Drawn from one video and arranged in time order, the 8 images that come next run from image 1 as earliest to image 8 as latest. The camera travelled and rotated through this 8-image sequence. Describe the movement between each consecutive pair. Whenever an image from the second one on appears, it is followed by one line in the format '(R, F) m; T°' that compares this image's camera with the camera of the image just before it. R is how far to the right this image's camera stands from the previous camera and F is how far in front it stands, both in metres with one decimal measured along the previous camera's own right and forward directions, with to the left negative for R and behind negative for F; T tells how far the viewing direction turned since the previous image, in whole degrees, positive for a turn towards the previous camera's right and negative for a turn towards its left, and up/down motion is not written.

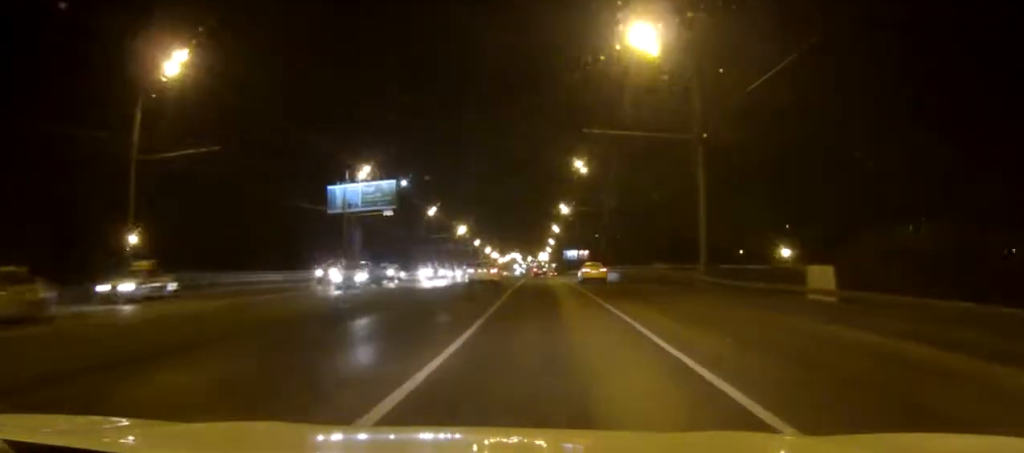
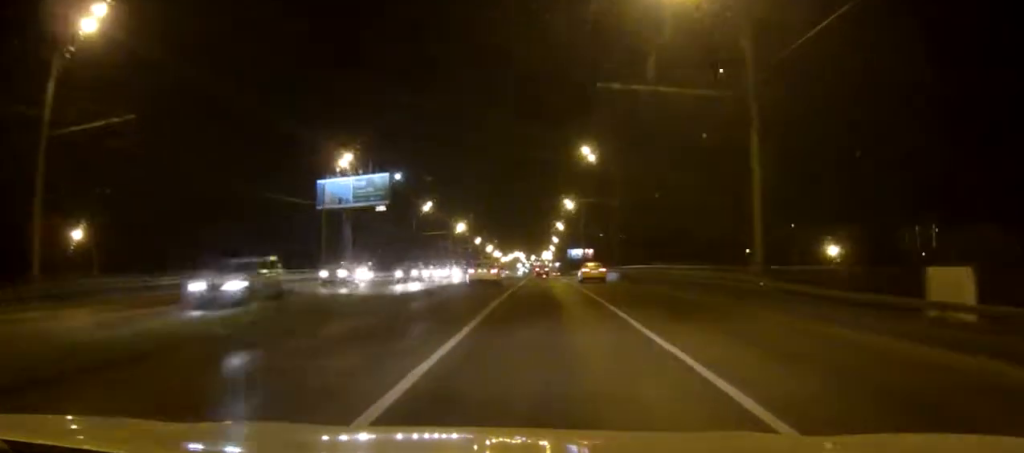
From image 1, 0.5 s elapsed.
(0.0, +8.7) m; 0°
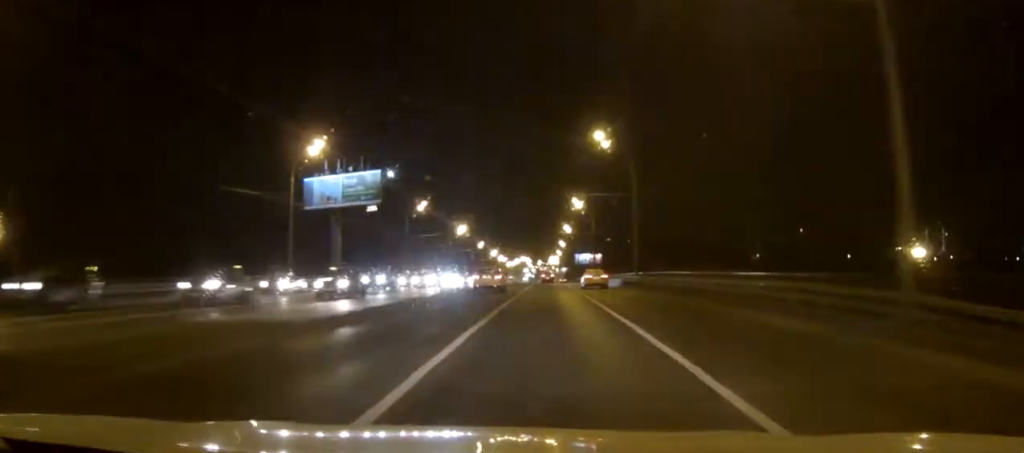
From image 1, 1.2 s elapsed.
(0.0, +10.8) m; 0°
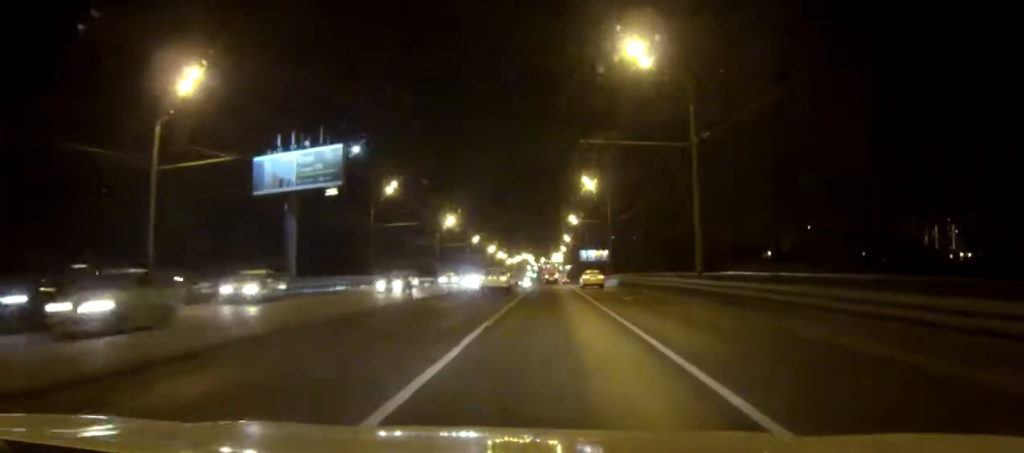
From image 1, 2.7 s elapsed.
(-0.1, +23.5) m; 0°
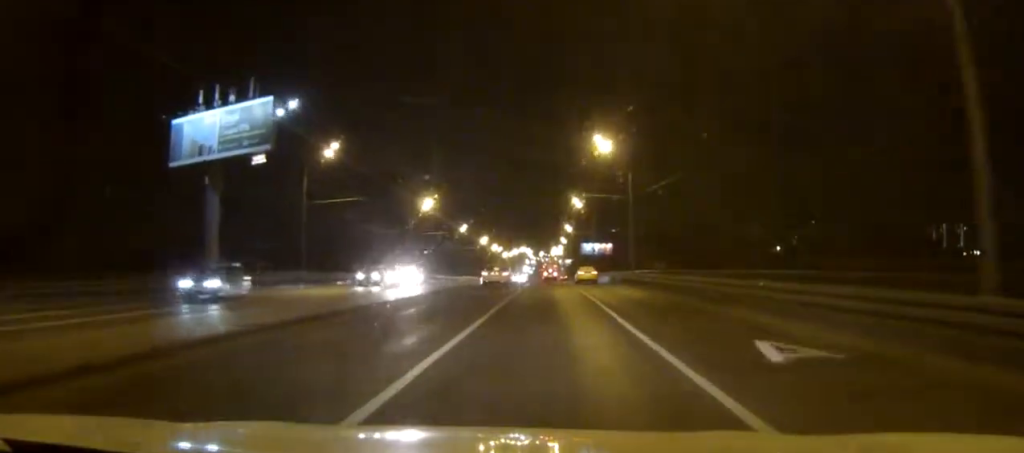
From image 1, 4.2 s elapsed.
(0.0, +24.7) m; 0°
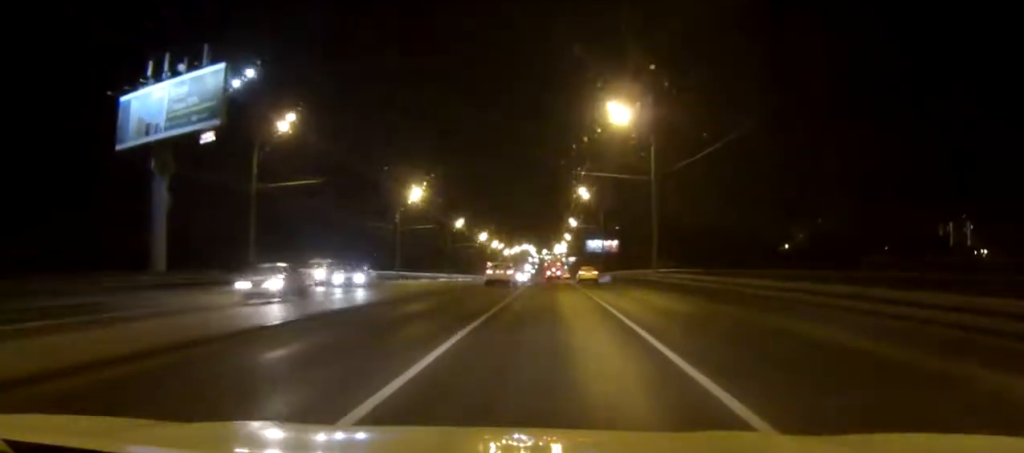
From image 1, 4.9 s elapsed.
(0.0, +12.0) m; 0°
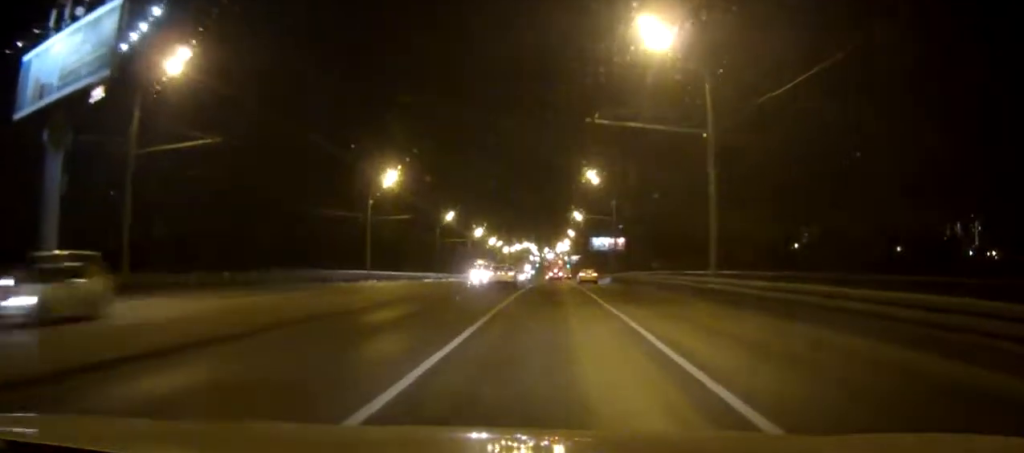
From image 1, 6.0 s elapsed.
(0.0, +17.2) m; 0°
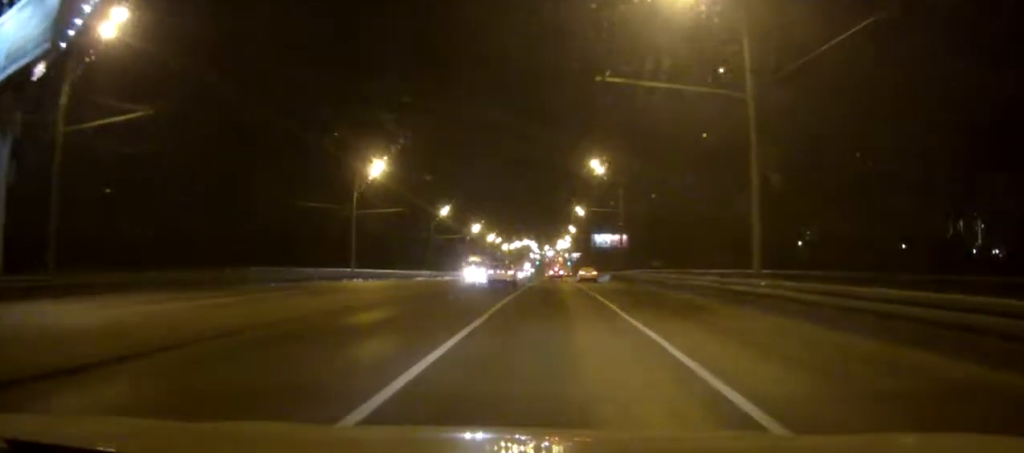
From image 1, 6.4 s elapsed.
(0.0, +6.7) m; 0°
